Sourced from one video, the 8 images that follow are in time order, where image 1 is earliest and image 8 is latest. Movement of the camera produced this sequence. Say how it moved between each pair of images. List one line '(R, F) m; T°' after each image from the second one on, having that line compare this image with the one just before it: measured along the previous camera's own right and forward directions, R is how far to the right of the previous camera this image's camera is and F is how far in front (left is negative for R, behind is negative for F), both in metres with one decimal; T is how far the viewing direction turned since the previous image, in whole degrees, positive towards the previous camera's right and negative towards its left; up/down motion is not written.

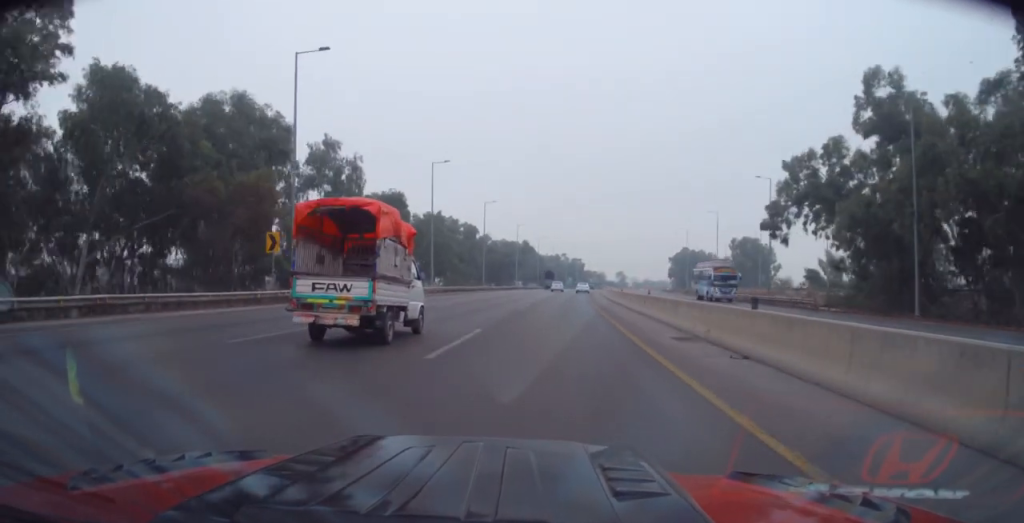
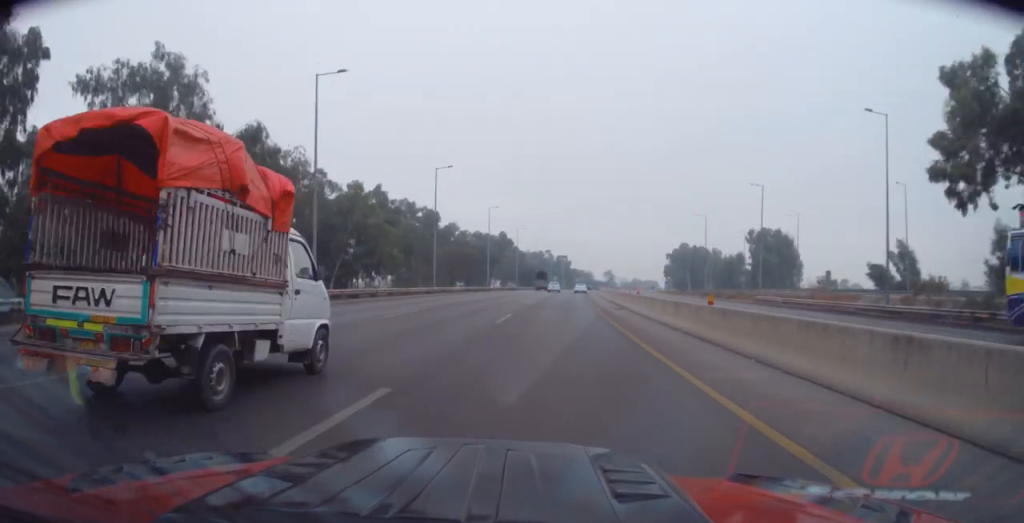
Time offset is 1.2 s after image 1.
(+0.7, +26.8) m; +2°
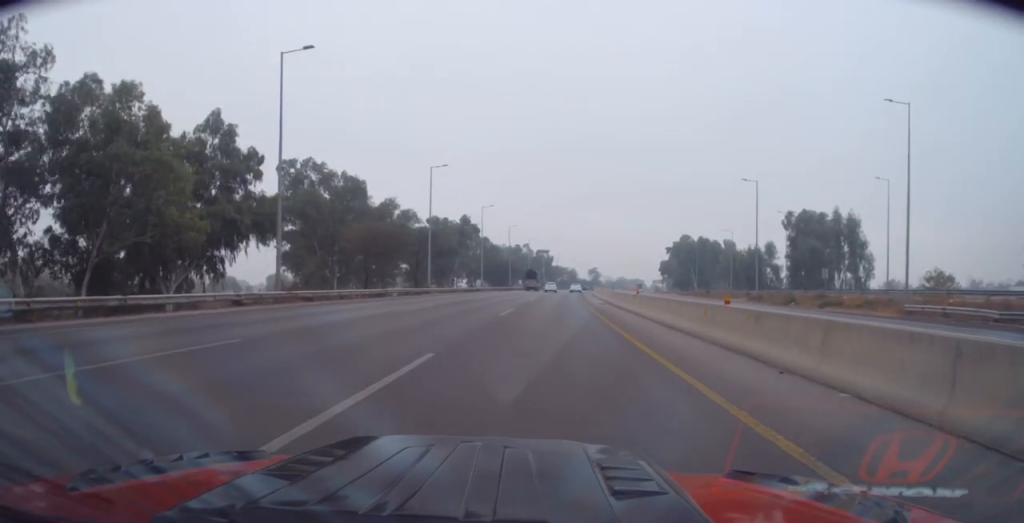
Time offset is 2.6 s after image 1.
(+0.3, +33.0) m; +1°
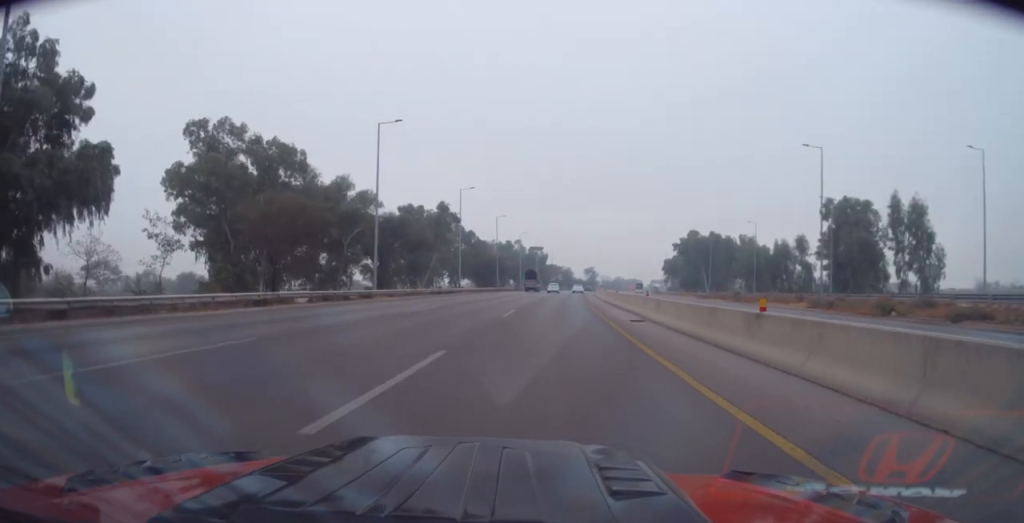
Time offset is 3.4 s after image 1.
(+0.3, +17.7) m; 0°
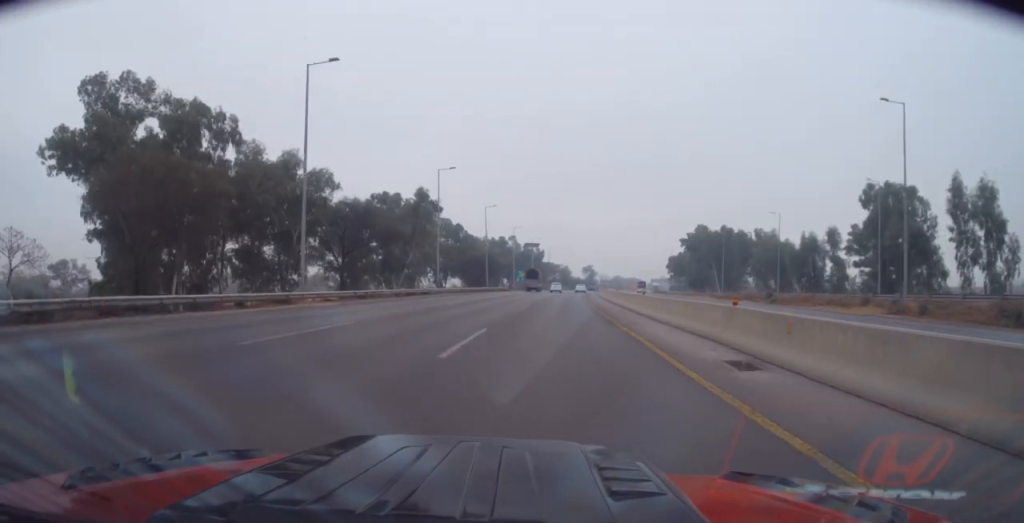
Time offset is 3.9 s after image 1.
(-0.1, +13.0) m; 0°
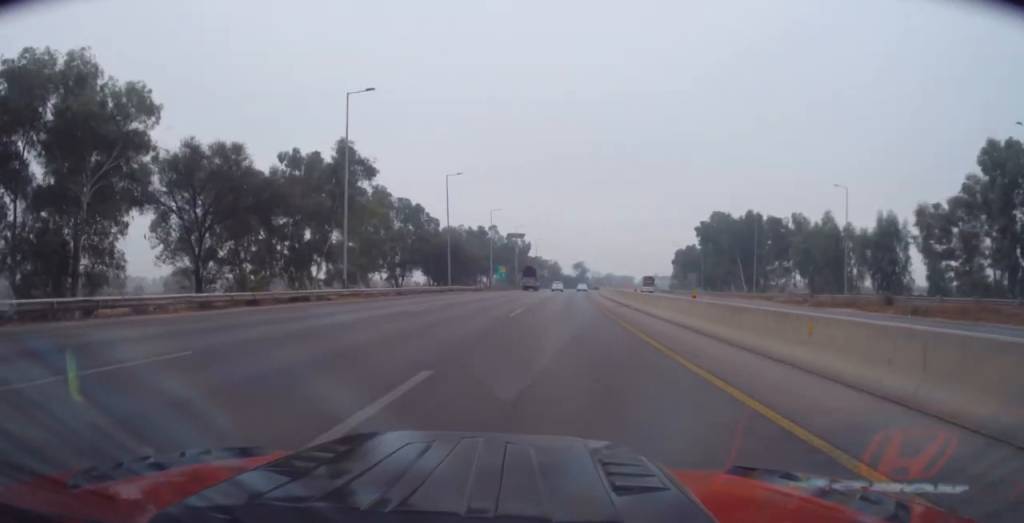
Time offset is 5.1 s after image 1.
(+0.2, +25.9) m; +1°
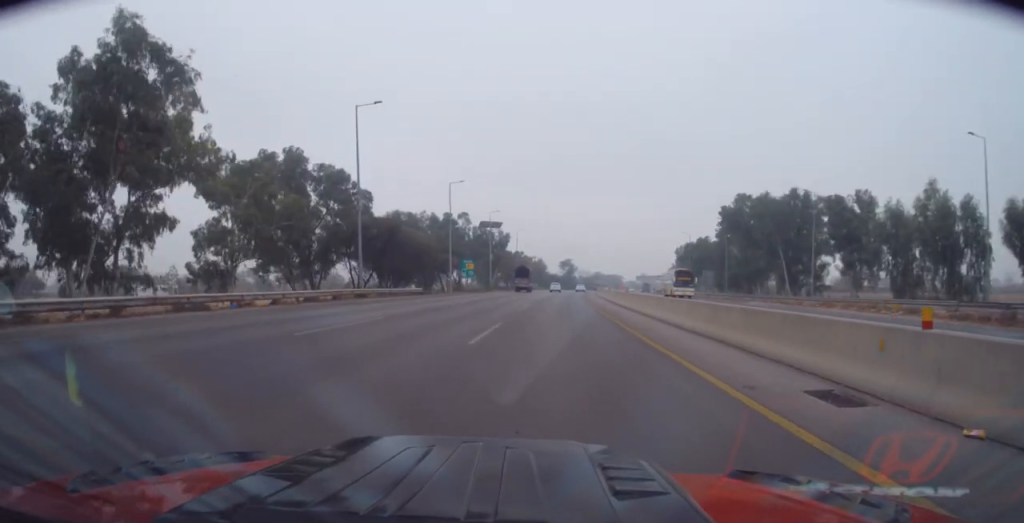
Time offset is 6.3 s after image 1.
(+0.3, +27.5) m; +2°
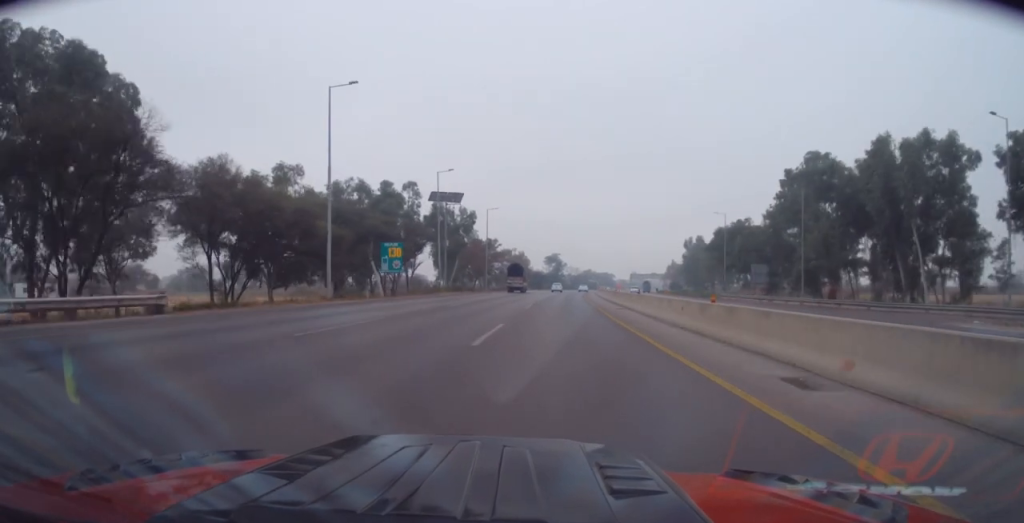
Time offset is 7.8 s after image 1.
(+0.4, +36.1) m; 0°
